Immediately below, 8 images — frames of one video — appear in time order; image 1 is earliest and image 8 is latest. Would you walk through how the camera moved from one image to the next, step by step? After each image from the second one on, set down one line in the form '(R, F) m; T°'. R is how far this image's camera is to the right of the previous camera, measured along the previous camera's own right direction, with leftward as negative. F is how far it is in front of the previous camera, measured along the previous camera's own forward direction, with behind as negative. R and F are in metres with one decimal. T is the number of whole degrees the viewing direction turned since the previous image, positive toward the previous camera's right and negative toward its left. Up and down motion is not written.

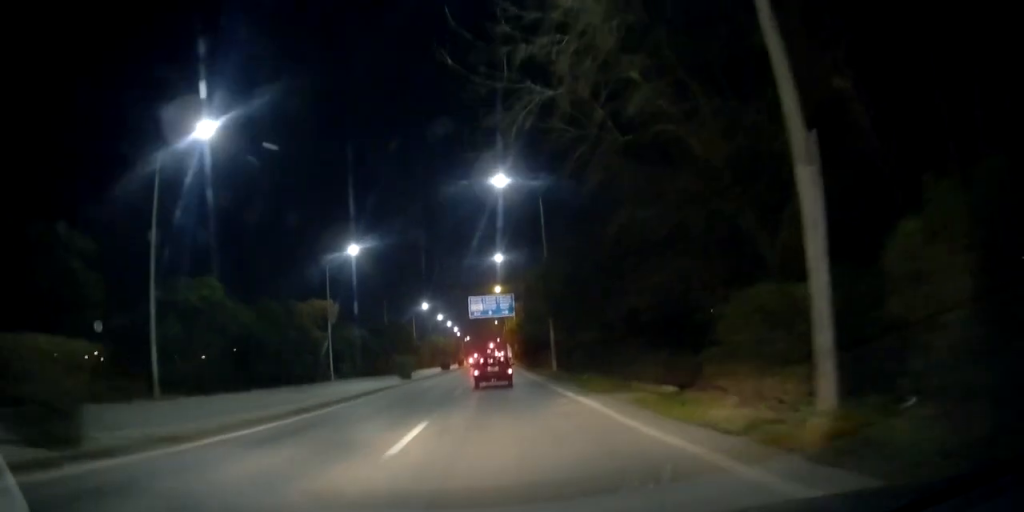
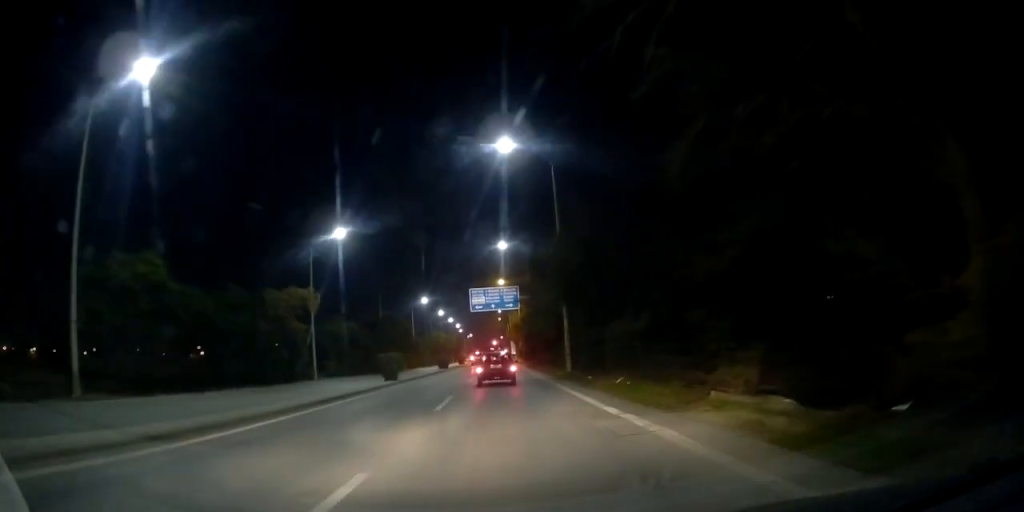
(+0.3, +4.5) m; +1°
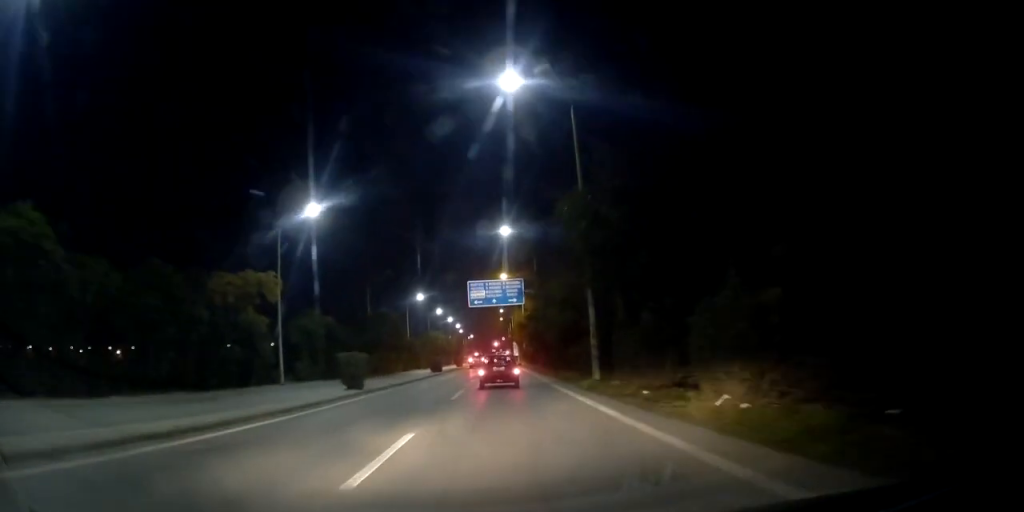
(+0.2, +6.2) m; 0°
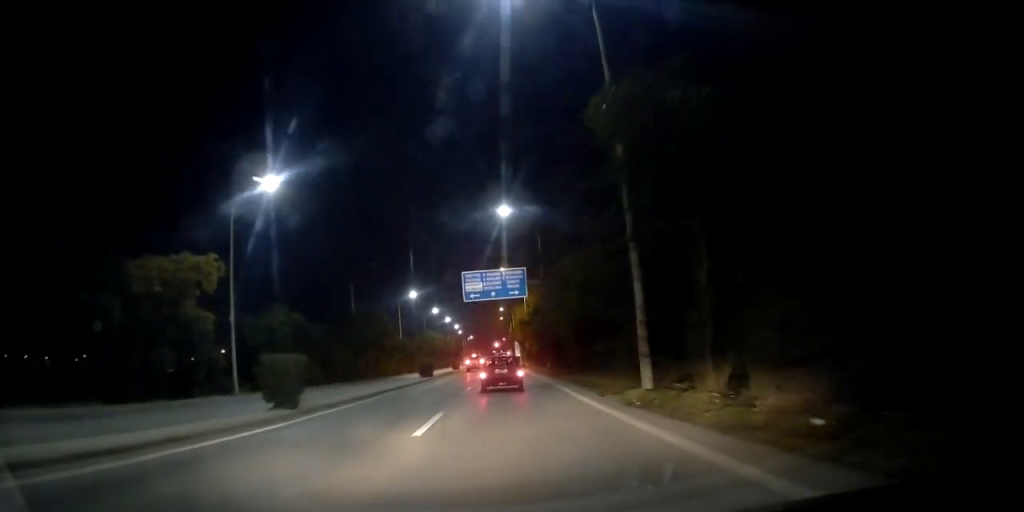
(-0.2, +6.3) m; -3°
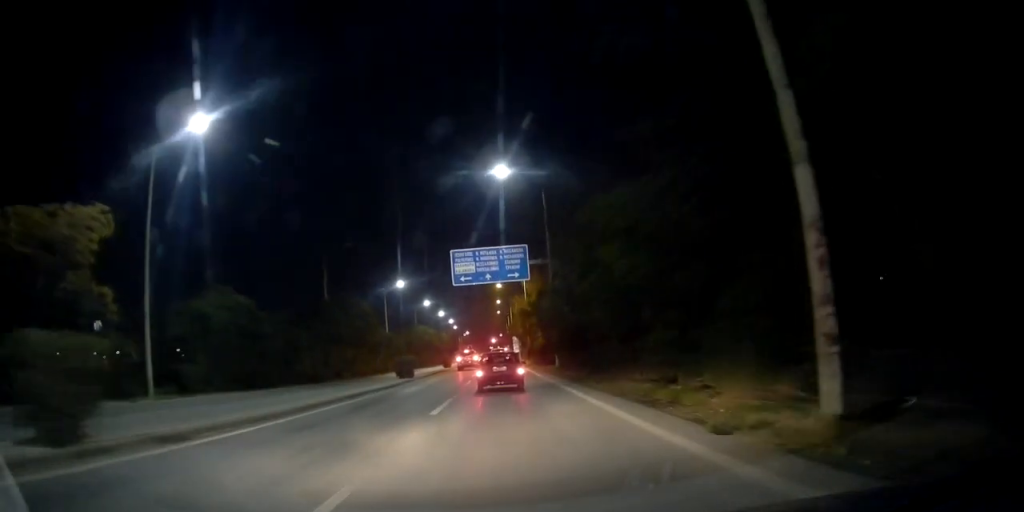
(-0.1, +8.2) m; -3°
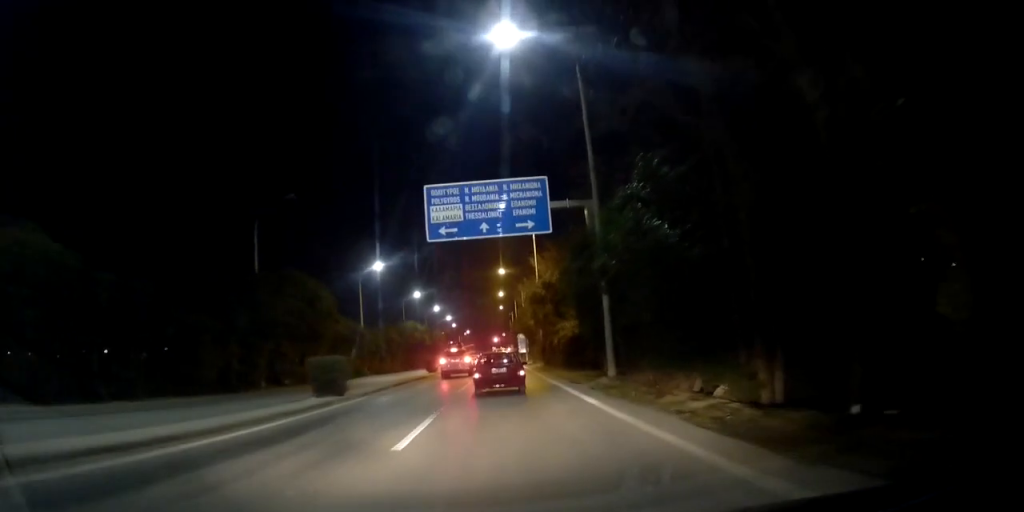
(+0.6, +16.1) m; +3°
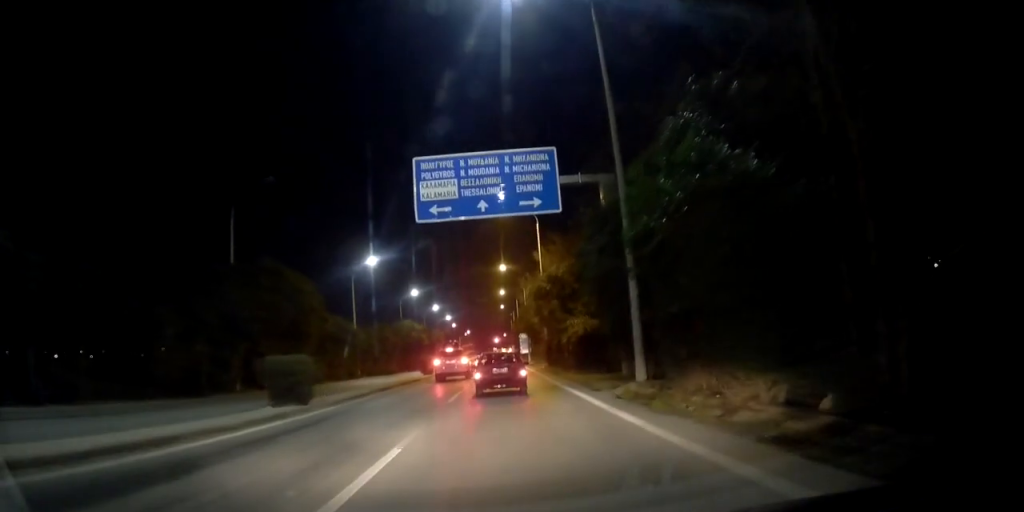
(-0.2, +3.8) m; -3°
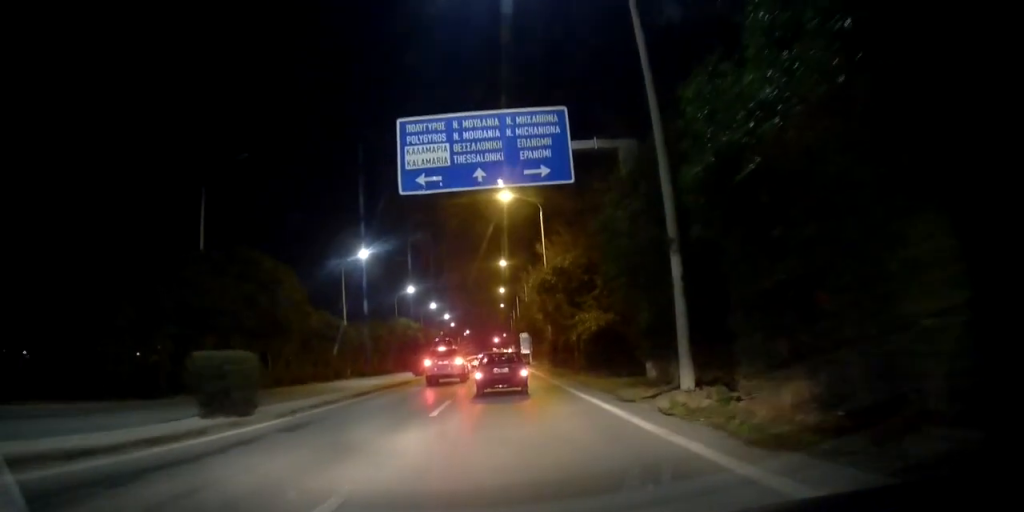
(-0.1, +3.7) m; 0°
